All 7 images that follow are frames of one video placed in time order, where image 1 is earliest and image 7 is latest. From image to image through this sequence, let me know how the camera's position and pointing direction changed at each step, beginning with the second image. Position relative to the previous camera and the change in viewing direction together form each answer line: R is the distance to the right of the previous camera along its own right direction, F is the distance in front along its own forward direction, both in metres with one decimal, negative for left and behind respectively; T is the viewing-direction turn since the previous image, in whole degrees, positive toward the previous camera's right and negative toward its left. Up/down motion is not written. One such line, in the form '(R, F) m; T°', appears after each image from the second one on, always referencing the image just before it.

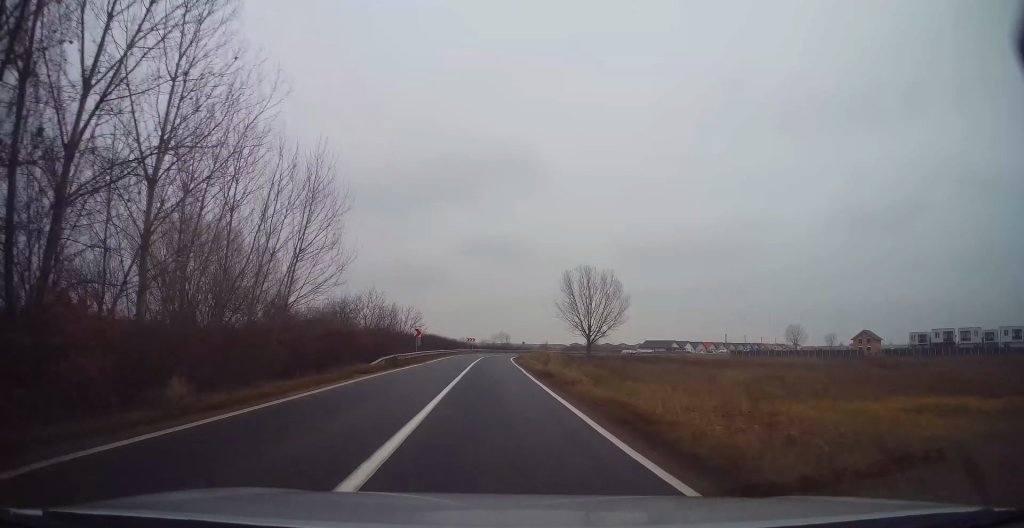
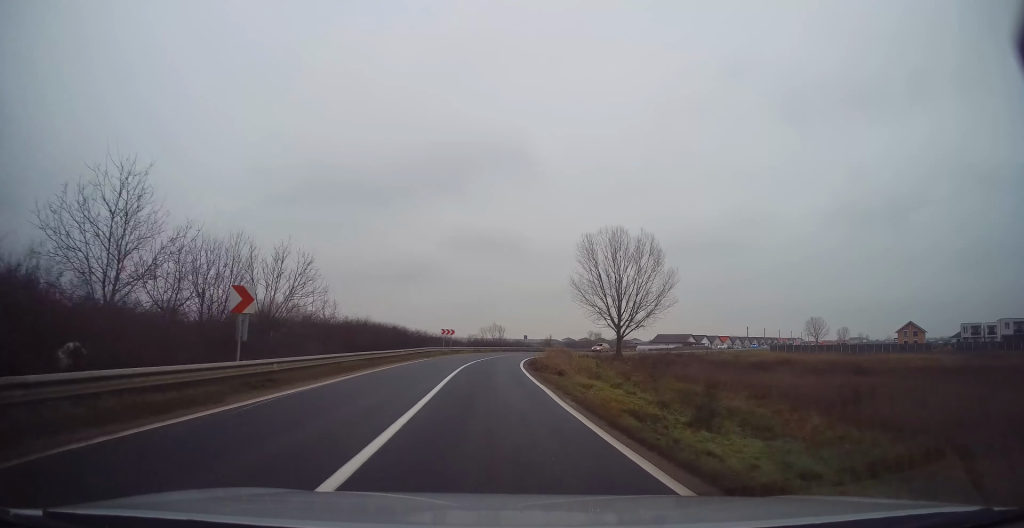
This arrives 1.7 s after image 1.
(-0.5, +29.5) m; +1°
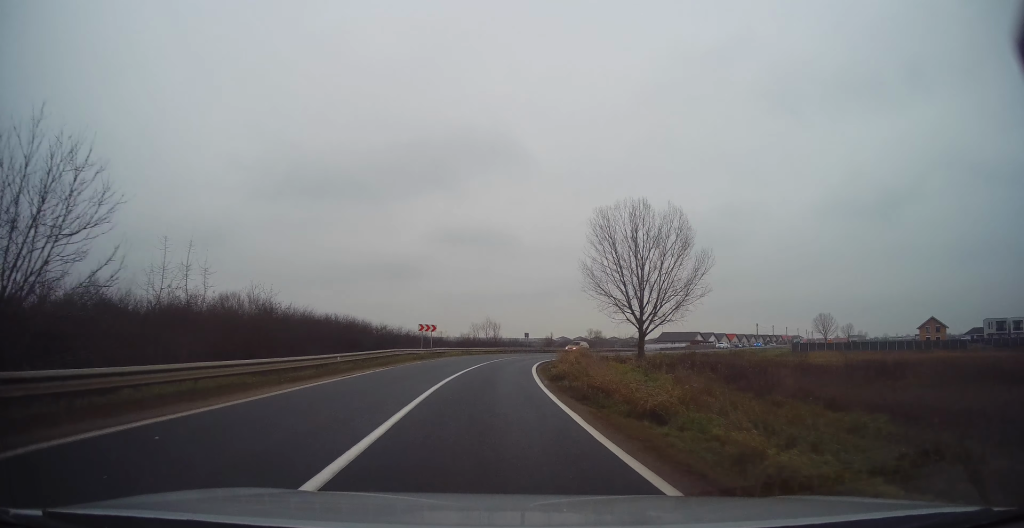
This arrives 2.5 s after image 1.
(+0.5, +13.0) m; +1°
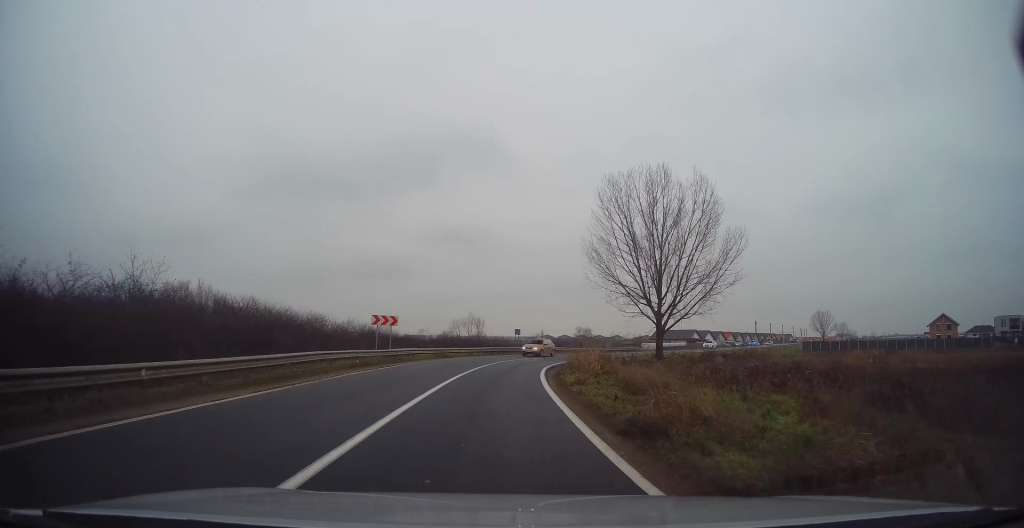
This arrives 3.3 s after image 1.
(-0.1, +11.6) m; +1°
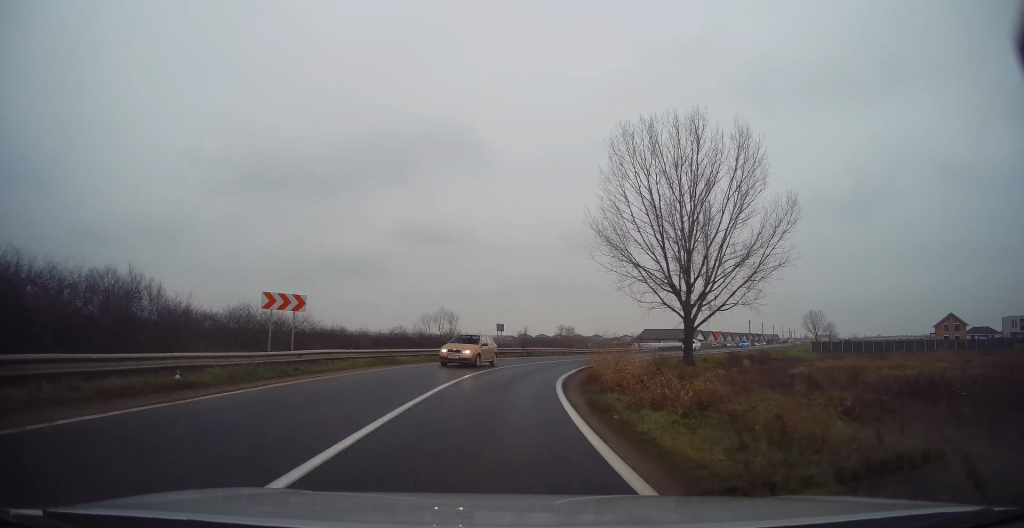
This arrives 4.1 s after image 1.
(+0.2, +11.8) m; +3°
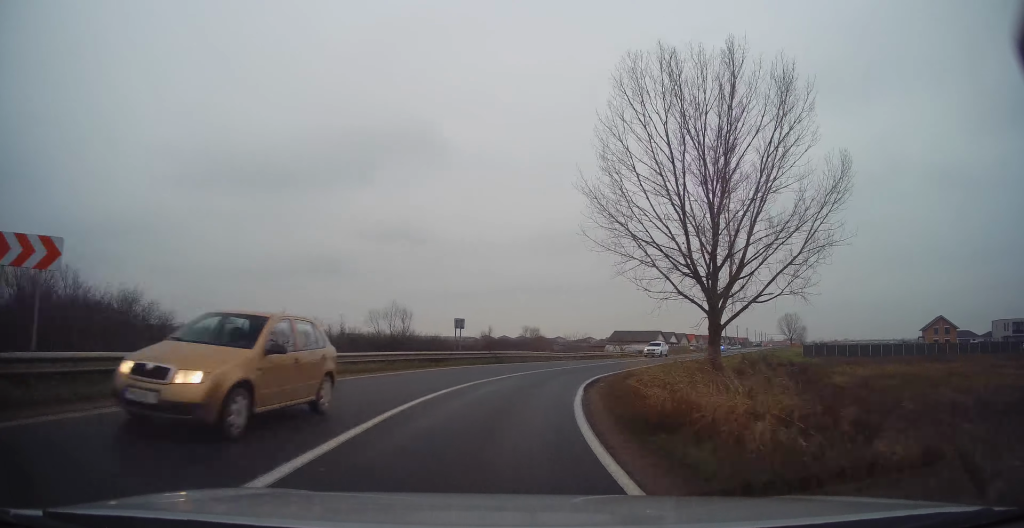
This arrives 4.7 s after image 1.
(+0.1, +9.5) m; +5°
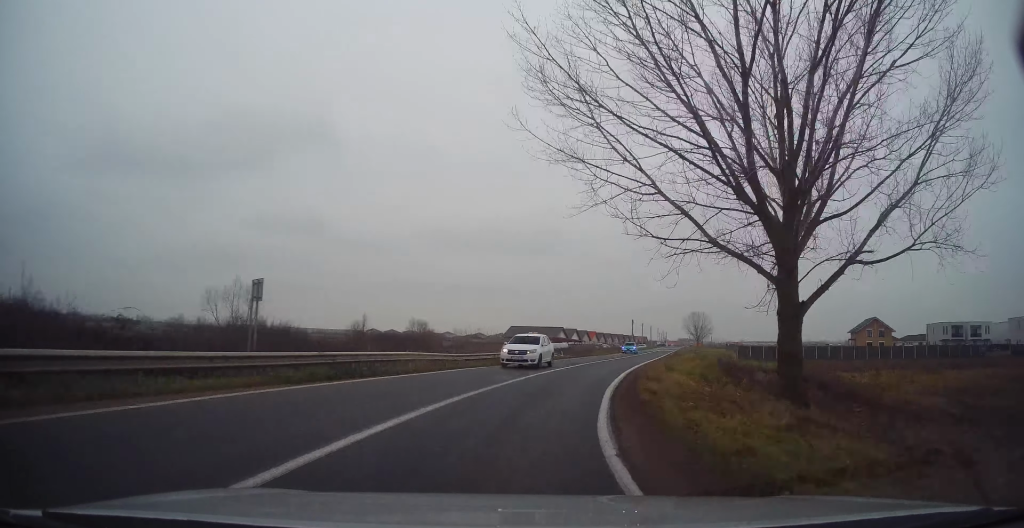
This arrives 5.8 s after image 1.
(+1.4, +15.0) m; +12°
